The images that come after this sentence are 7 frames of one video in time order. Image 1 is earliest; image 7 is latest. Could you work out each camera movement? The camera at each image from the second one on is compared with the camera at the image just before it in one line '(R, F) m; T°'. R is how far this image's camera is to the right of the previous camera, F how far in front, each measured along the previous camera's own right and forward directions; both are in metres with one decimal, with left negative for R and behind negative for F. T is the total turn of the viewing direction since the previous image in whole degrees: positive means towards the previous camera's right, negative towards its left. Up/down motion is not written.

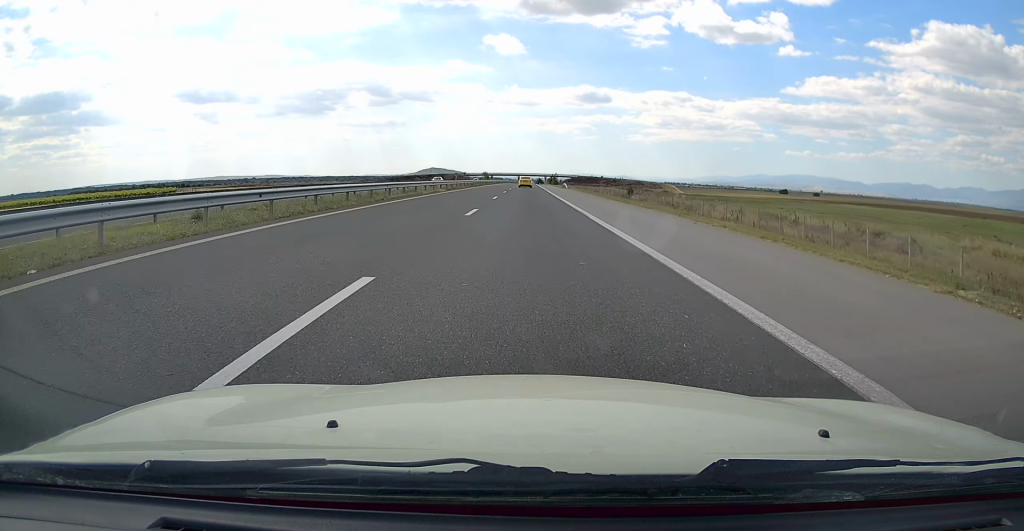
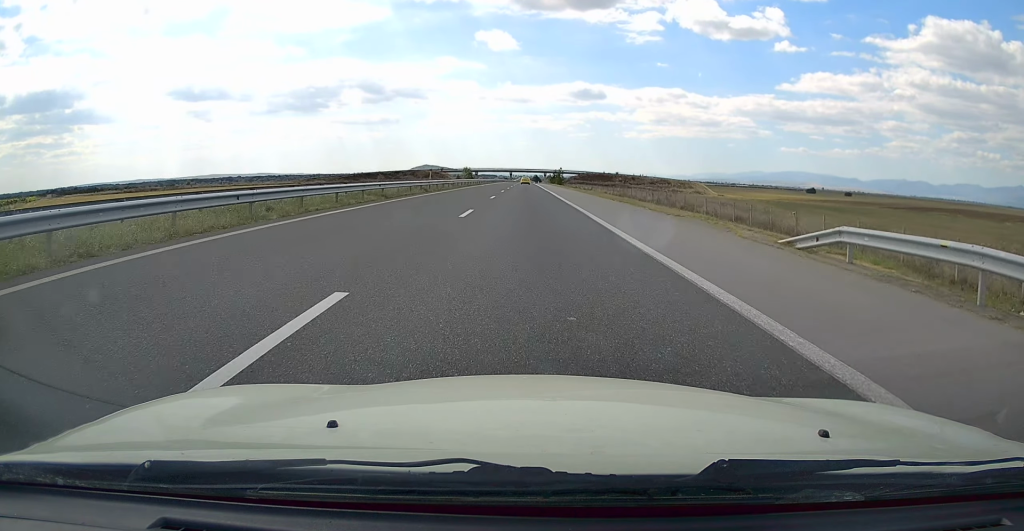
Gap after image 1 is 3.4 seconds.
(+0.3, +97.2) m; +1°
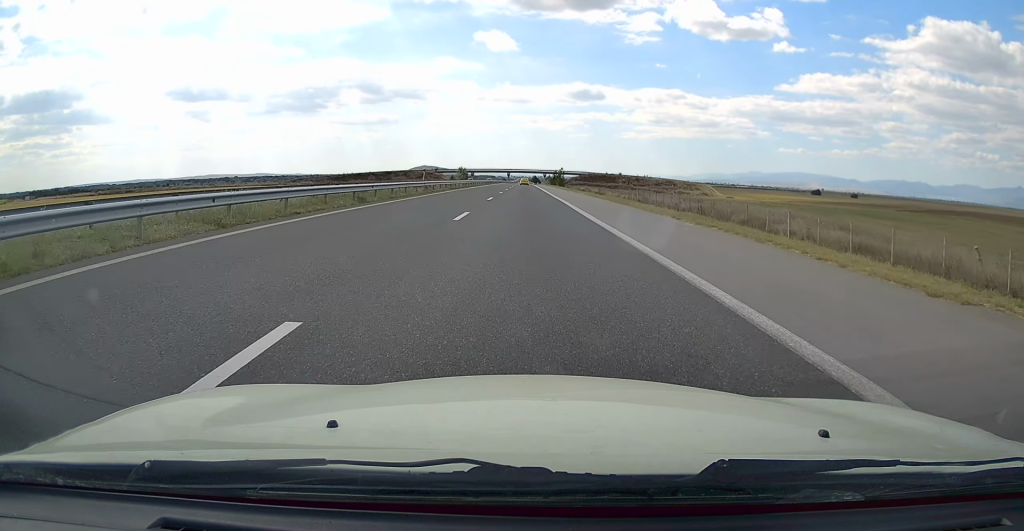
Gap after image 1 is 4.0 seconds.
(0.0, +17.2) m; 0°
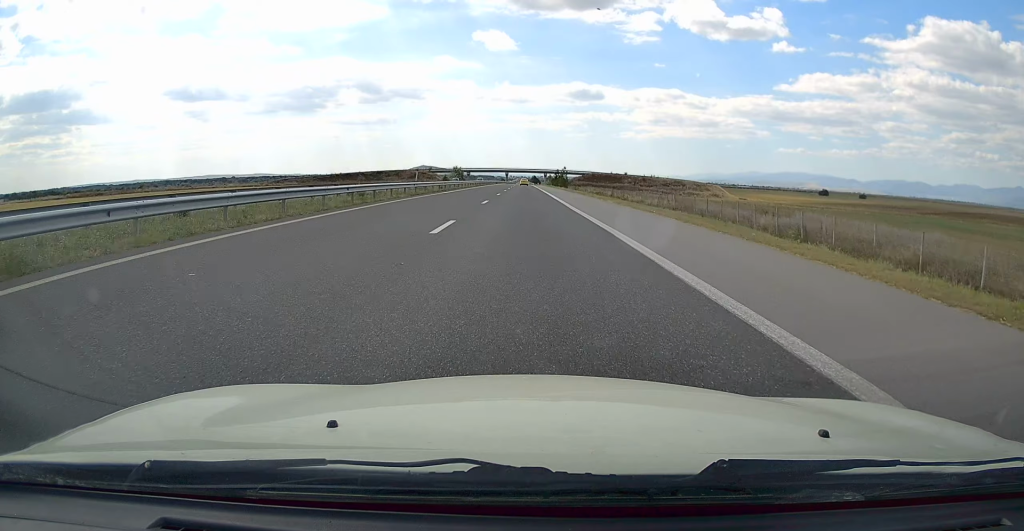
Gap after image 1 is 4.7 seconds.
(0.0, +20.1) m; 0°
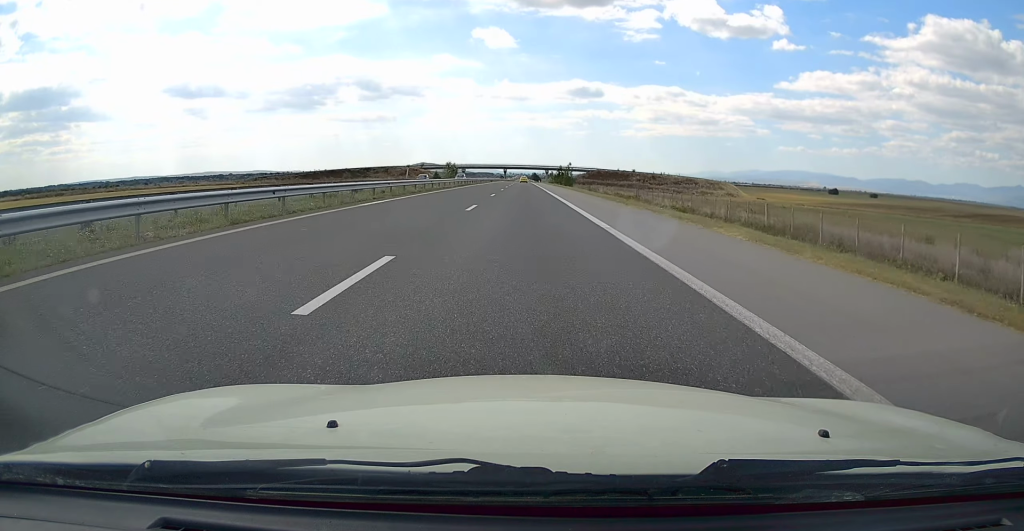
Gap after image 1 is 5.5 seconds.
(0.0, +23.9) m; 0°
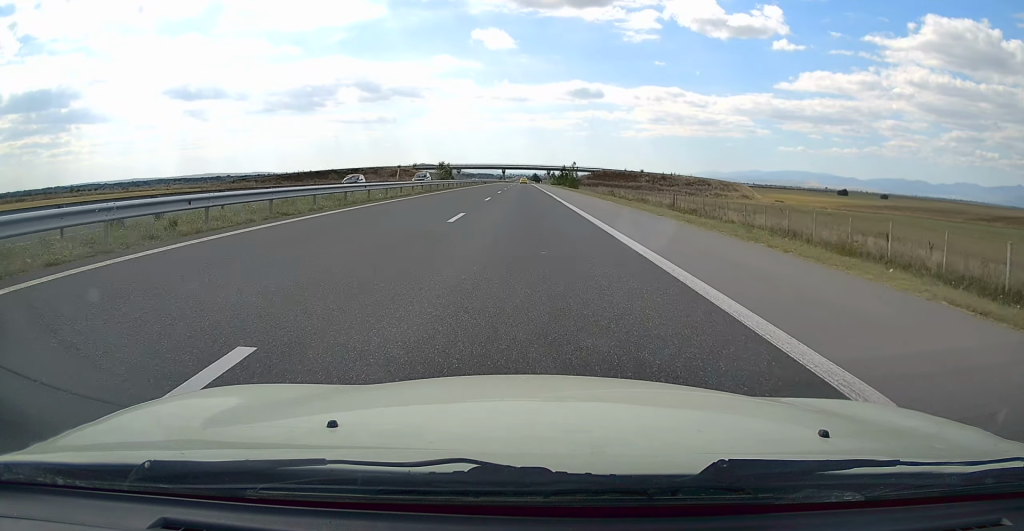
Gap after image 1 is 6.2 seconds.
(0.0, +21.0) m; 0°
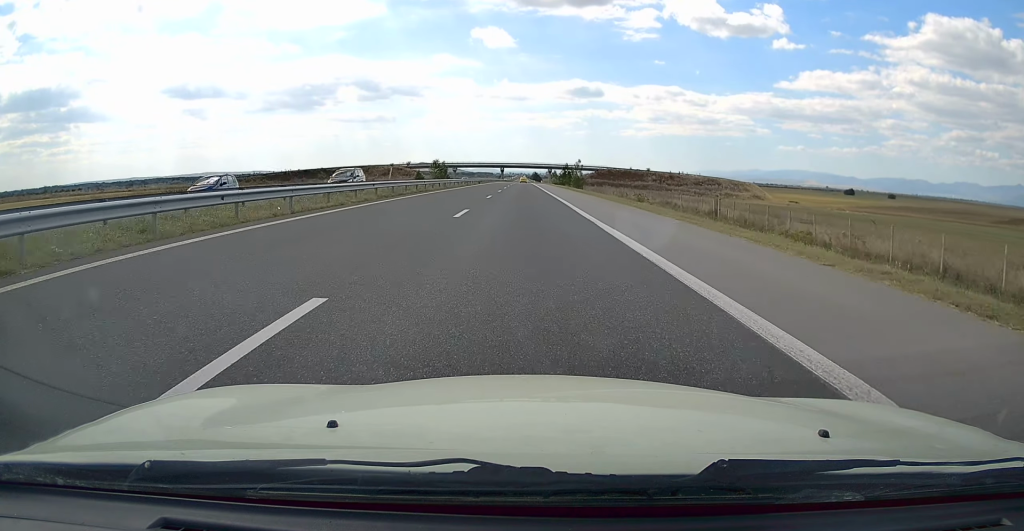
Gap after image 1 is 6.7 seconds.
(0.0, +14.3) m; 0°
